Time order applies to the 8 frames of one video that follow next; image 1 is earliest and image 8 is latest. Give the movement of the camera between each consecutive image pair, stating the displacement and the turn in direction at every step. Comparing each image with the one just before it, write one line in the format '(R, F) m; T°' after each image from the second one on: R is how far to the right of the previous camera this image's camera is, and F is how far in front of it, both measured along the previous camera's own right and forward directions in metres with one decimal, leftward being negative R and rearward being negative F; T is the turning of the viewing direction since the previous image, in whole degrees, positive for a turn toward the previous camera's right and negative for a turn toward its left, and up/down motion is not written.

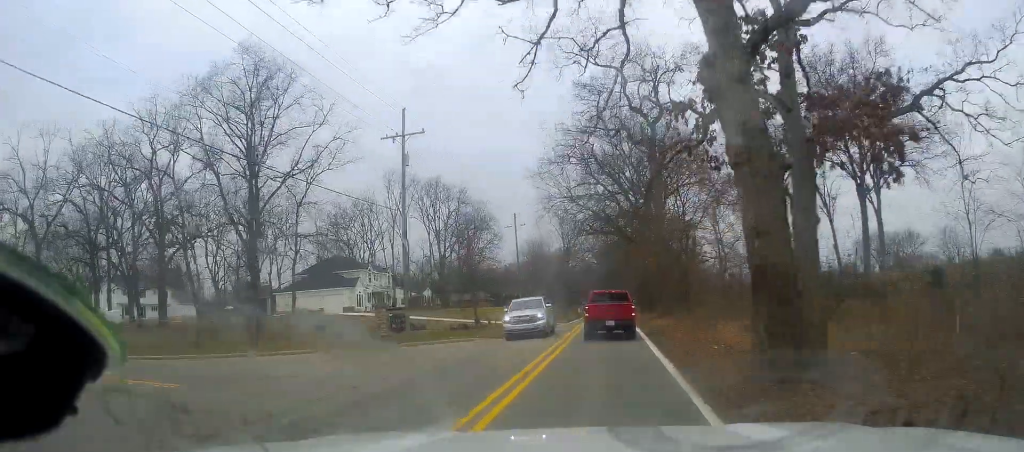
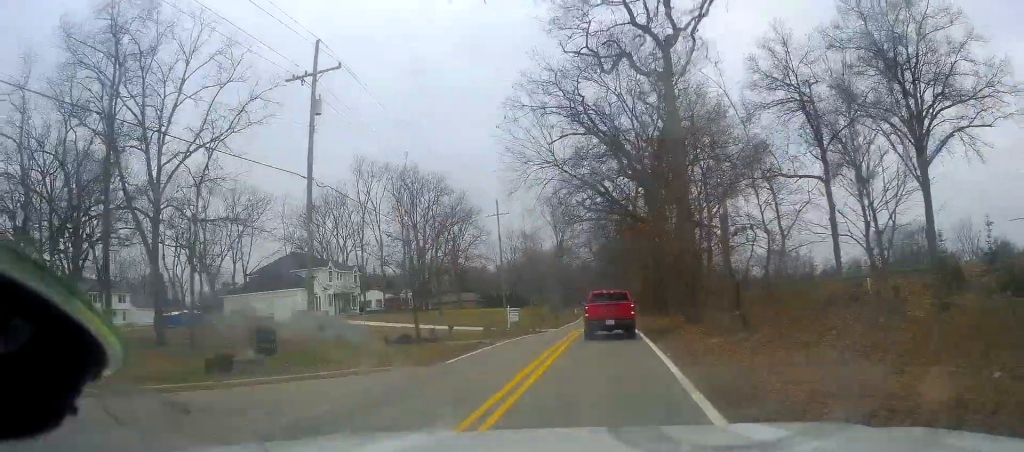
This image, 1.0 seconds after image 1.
(0.0, +12.4) m; -2°
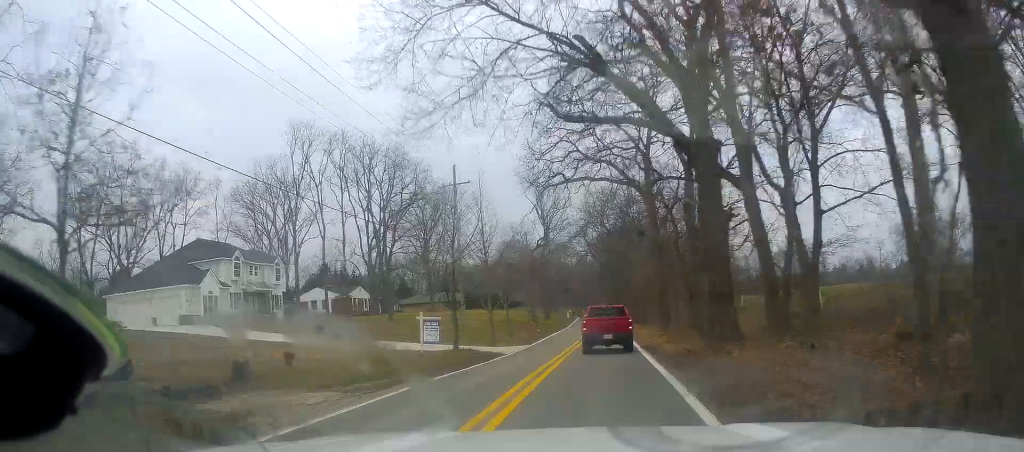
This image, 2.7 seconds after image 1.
(-0.1, +20.2) m; +2°
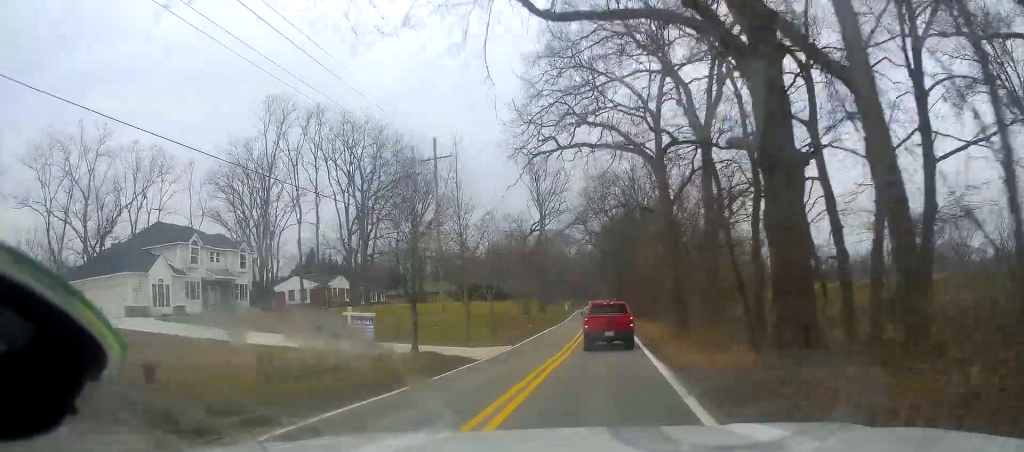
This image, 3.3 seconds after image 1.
(+0.1, +6.9) m; +1°
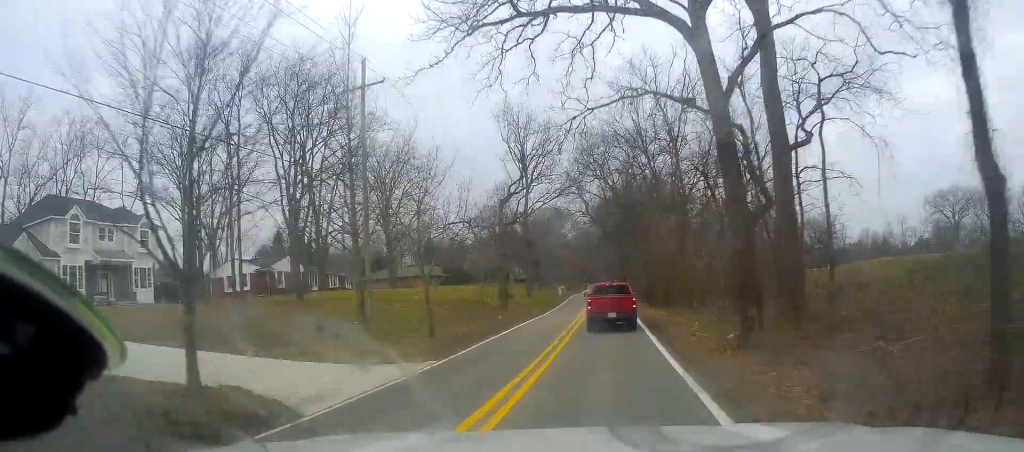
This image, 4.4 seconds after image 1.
(0.0, +14.2) m; 0°
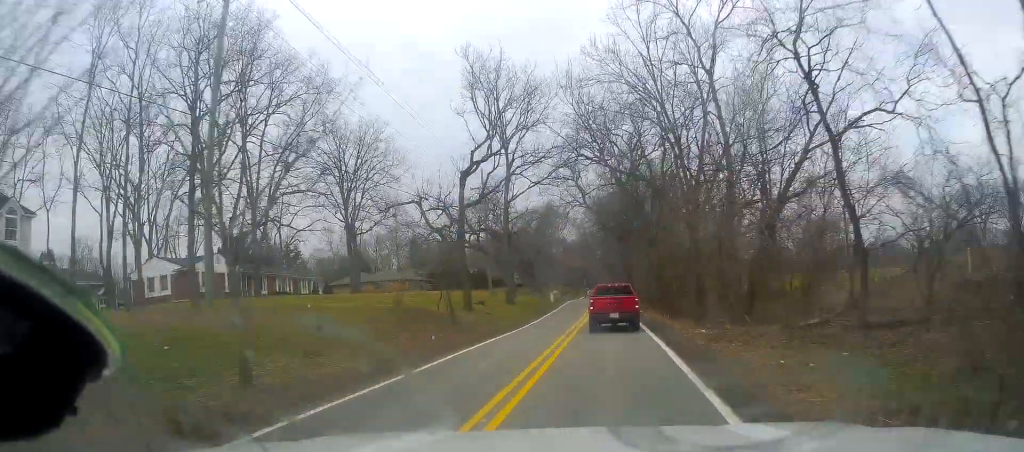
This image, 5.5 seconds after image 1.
(0.0, +13.5) m; -1°
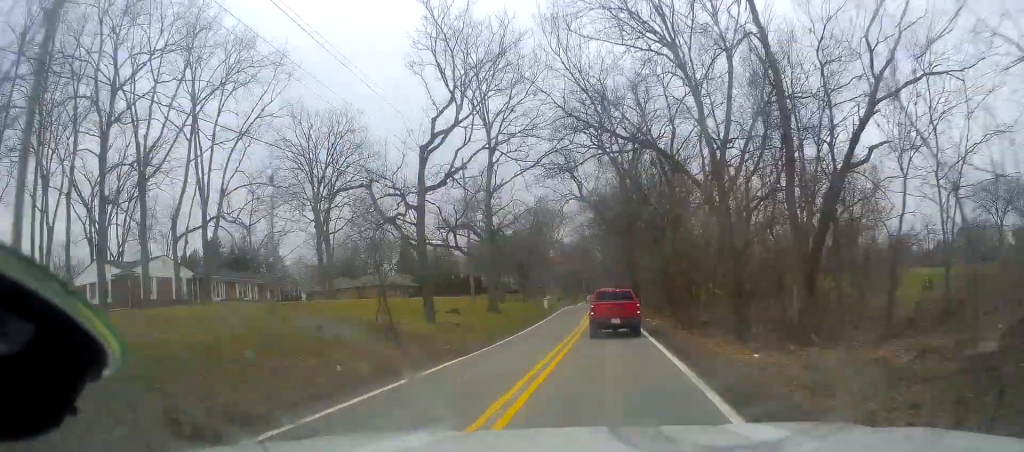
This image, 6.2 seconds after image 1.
(0.0, +7.8) m; -1°
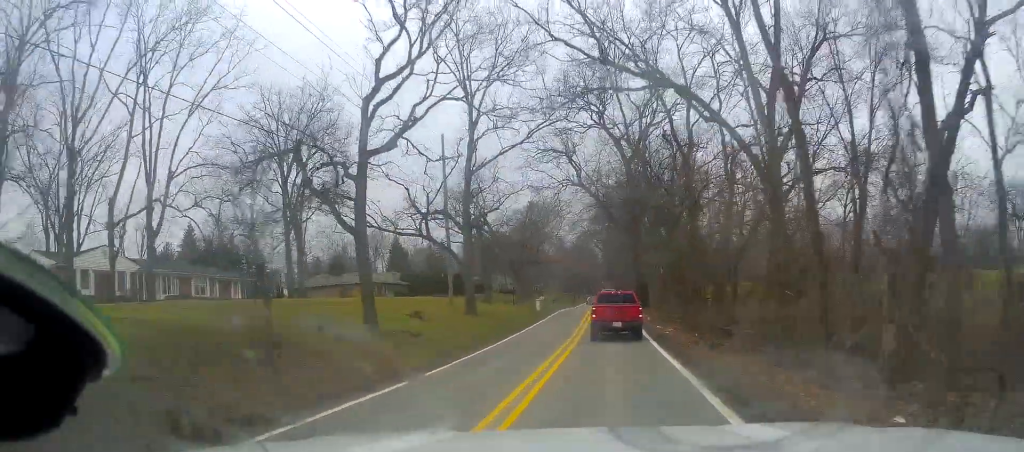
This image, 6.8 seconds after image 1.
(-0.3, +7.3) m; 0°
